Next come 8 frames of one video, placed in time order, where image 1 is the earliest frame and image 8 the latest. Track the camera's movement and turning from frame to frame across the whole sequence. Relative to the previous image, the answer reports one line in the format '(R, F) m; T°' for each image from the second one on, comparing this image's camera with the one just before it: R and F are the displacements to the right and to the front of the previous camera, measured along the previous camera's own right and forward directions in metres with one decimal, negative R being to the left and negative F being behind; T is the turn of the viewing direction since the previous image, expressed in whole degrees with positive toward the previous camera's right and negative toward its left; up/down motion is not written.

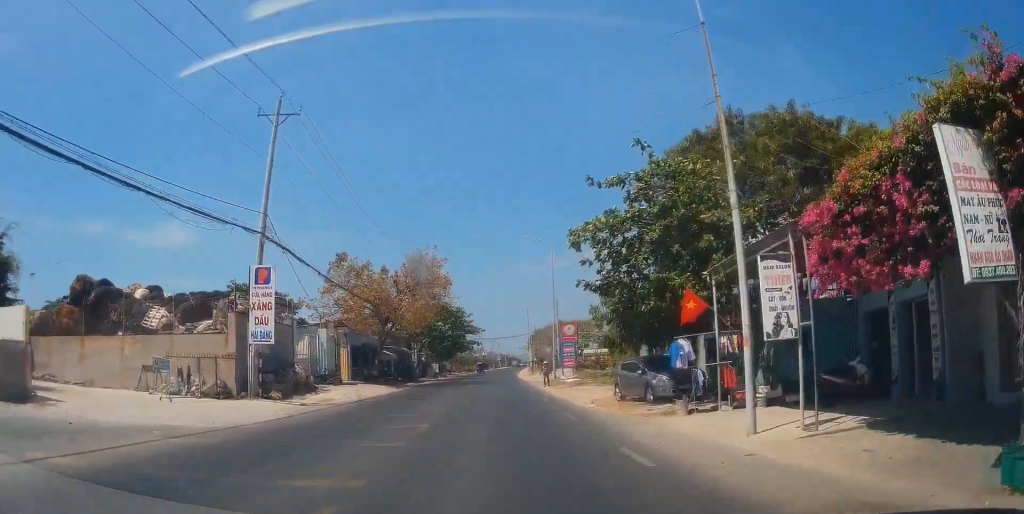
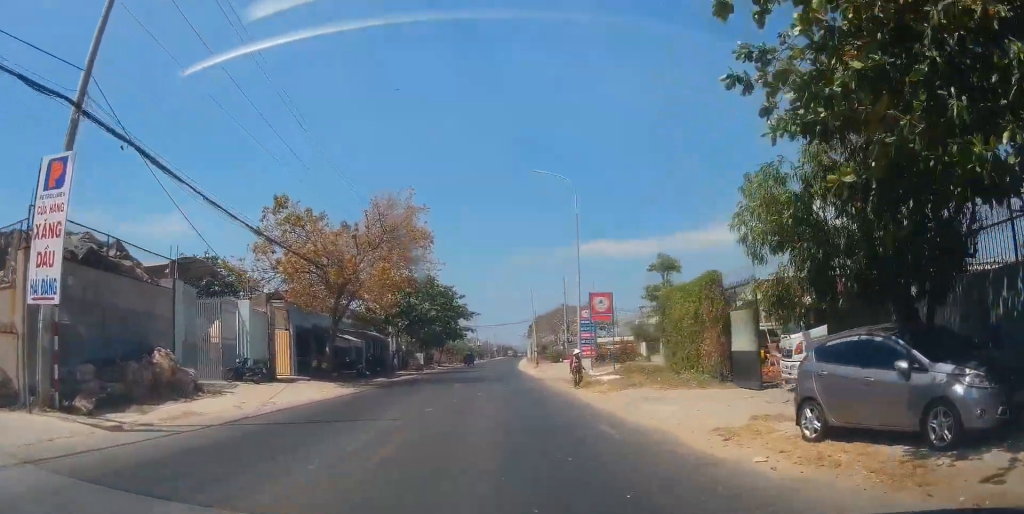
(-0.5, +13.5) m; 0°
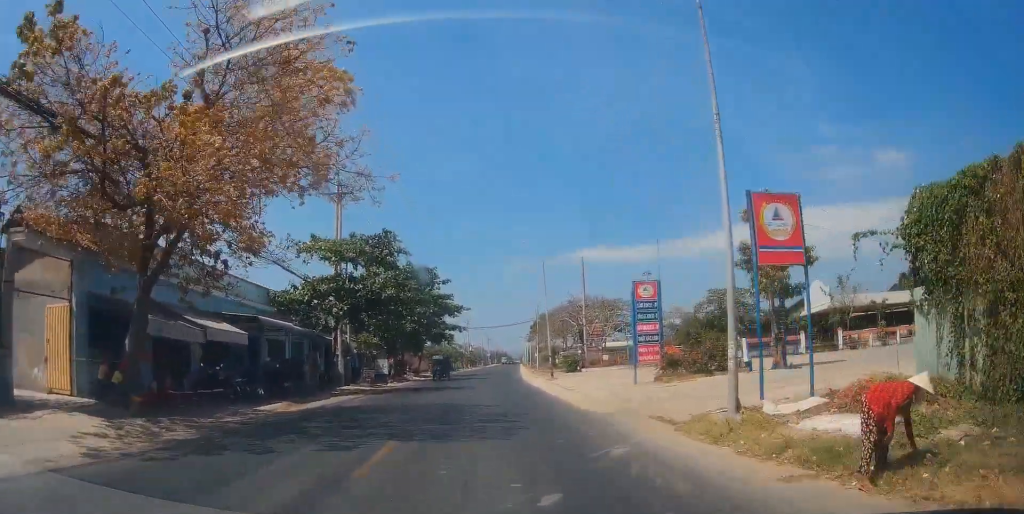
(+0.3, +20.0) m; +1°
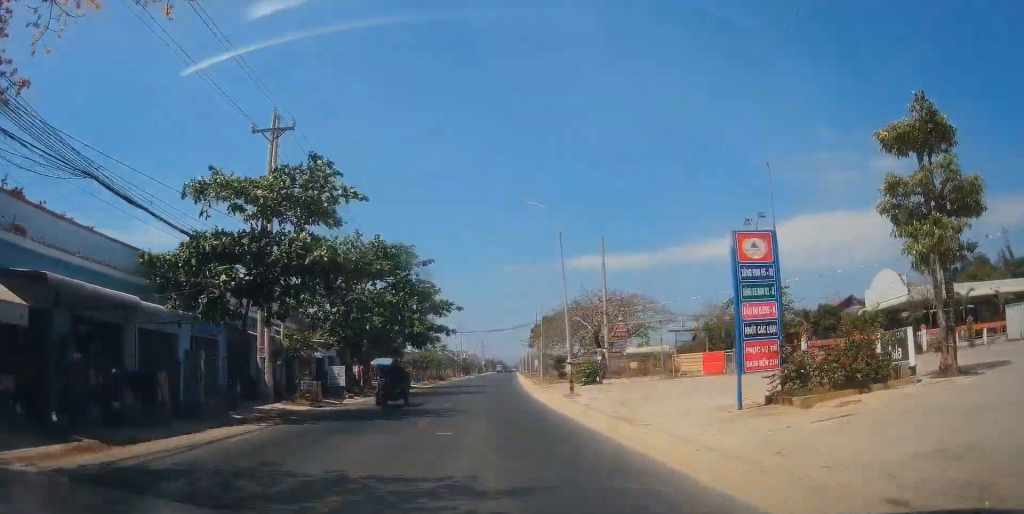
(+0.2, +12.6) m; +2°
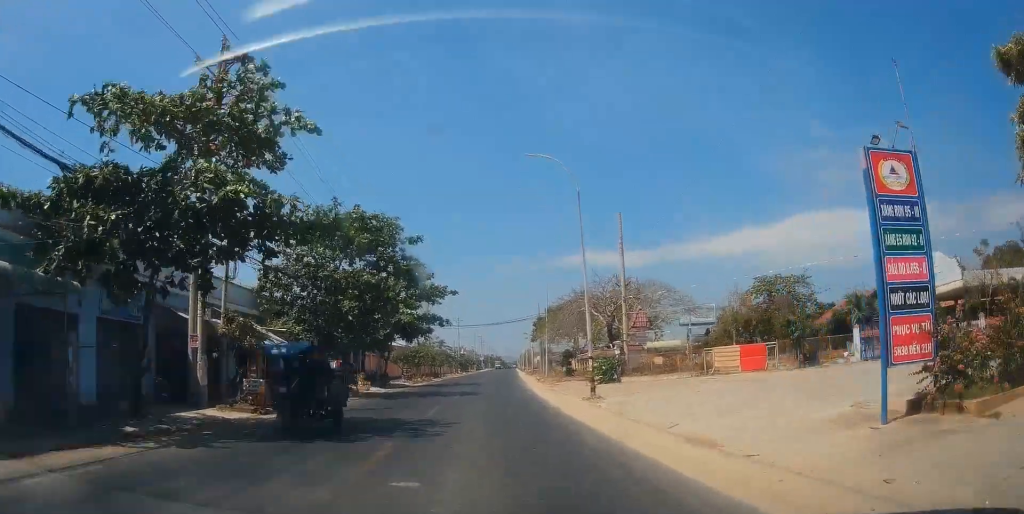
(+0.1, +6.6) m; +1°
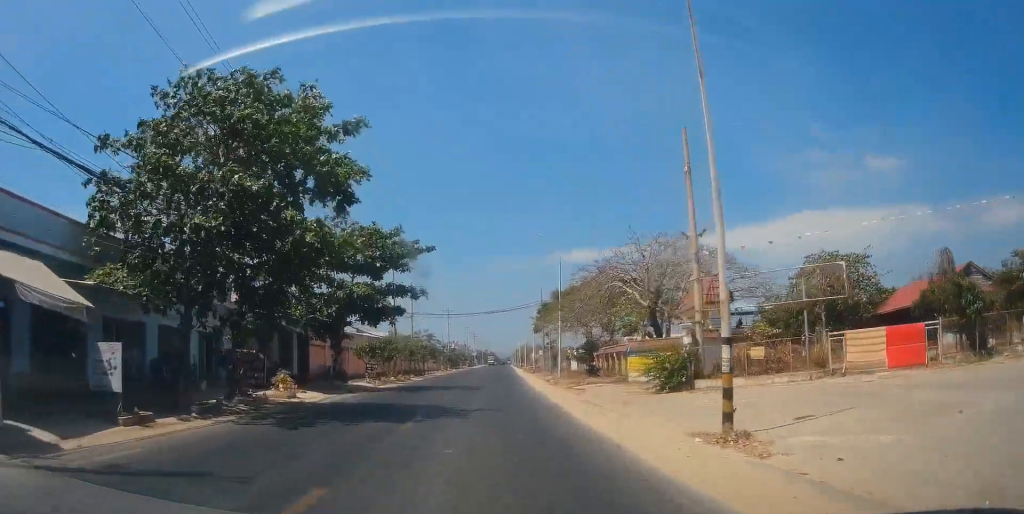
(0.0, +14.7) m; -2°
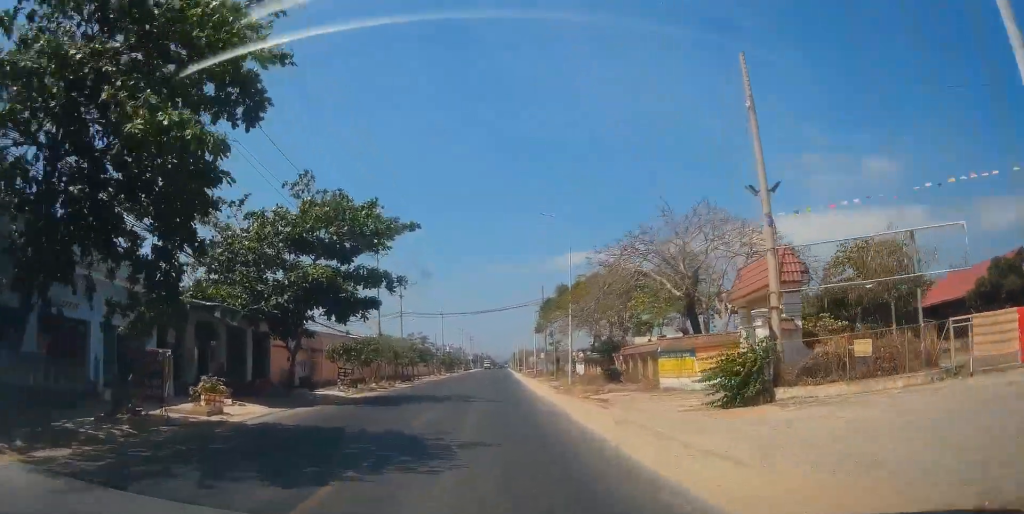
(-0.4, +7.2) m; 0°
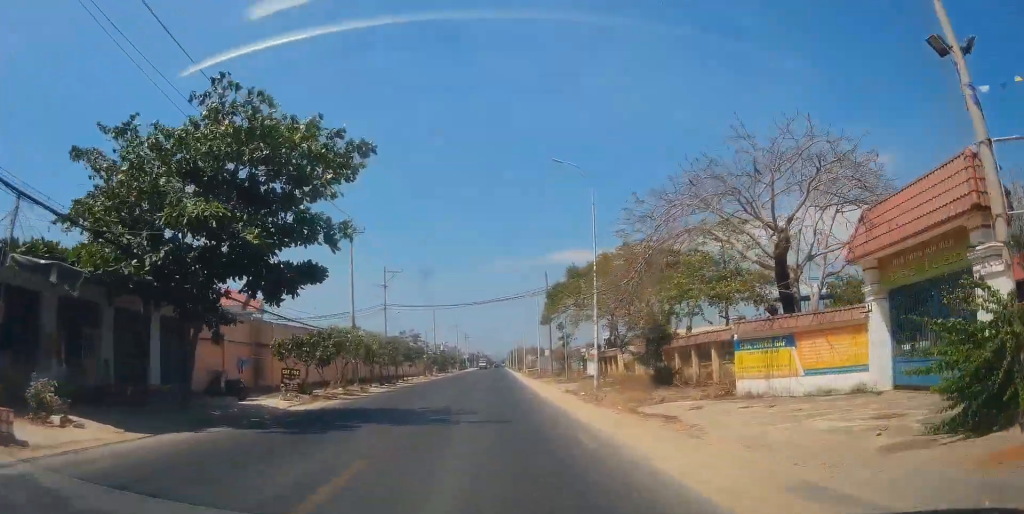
(+0.2, +9.7) m; +1°
